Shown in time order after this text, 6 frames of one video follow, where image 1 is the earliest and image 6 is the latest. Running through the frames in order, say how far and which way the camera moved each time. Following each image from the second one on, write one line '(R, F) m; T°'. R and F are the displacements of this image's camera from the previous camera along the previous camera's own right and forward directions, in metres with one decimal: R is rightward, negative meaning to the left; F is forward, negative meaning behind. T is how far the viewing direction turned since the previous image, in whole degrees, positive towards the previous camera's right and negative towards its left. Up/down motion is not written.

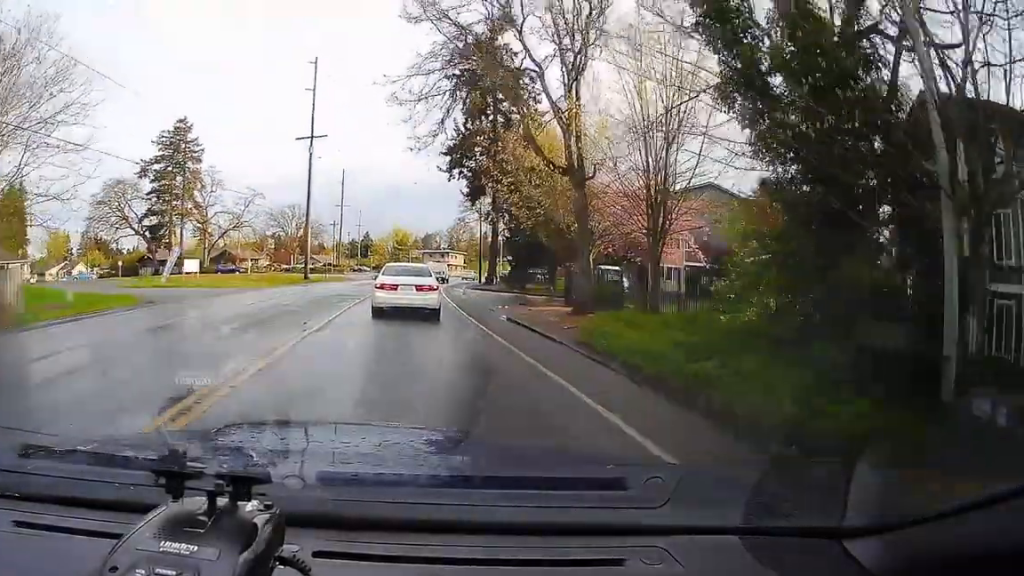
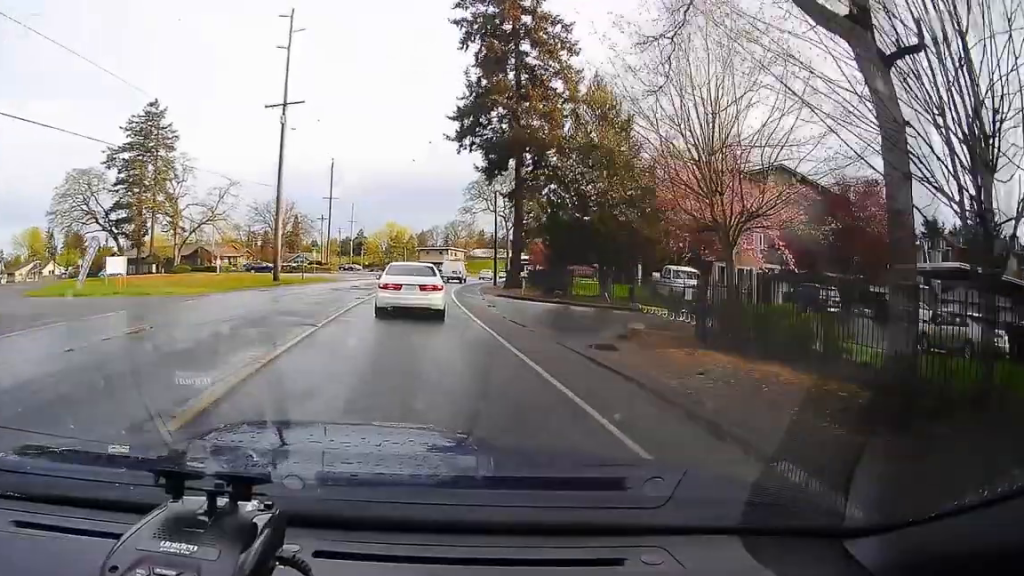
(+0.6, +12.3) m; +3°
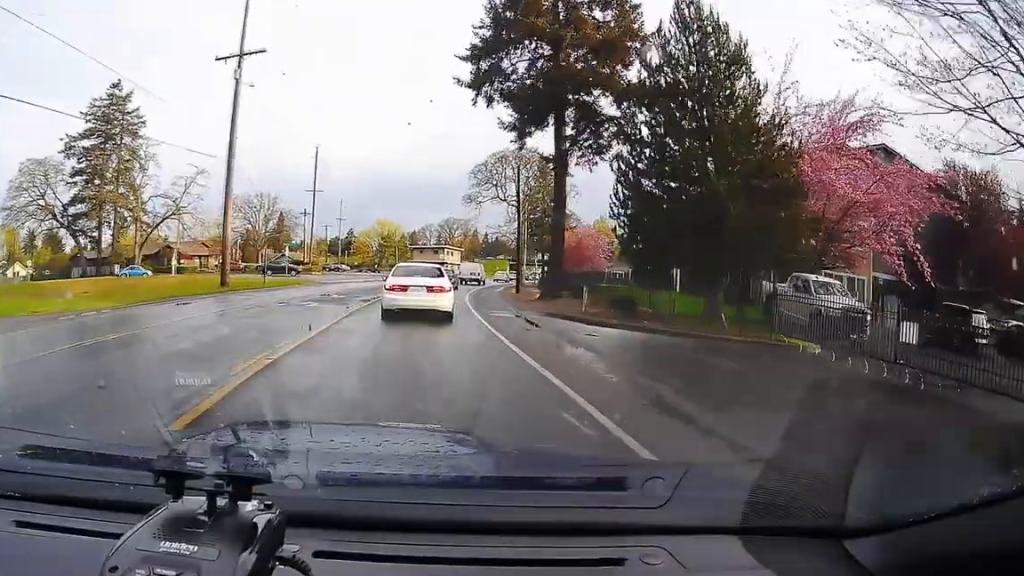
(0.0, +11.3) m; -1°
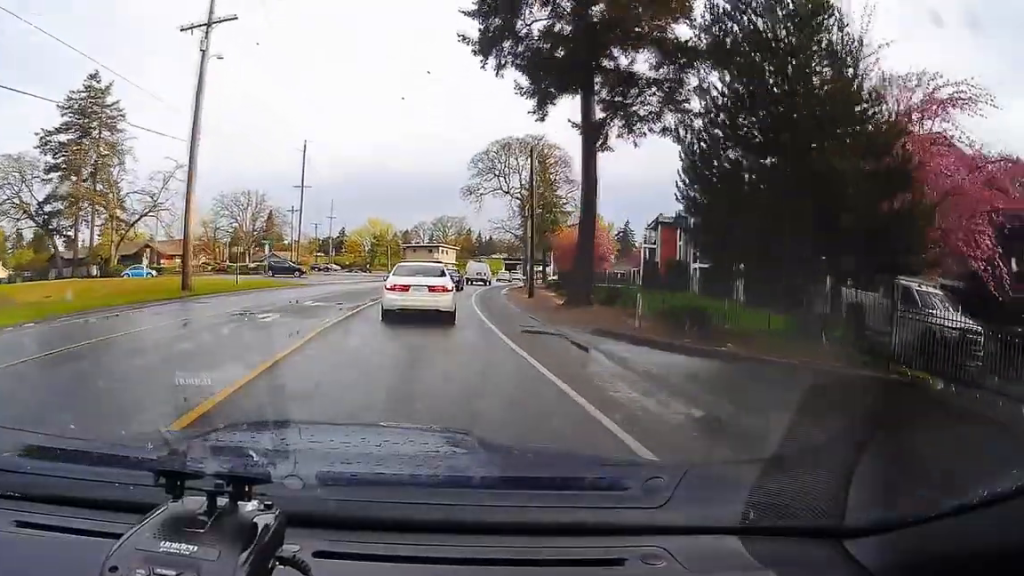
(-0.1, +5.0) m; 0°
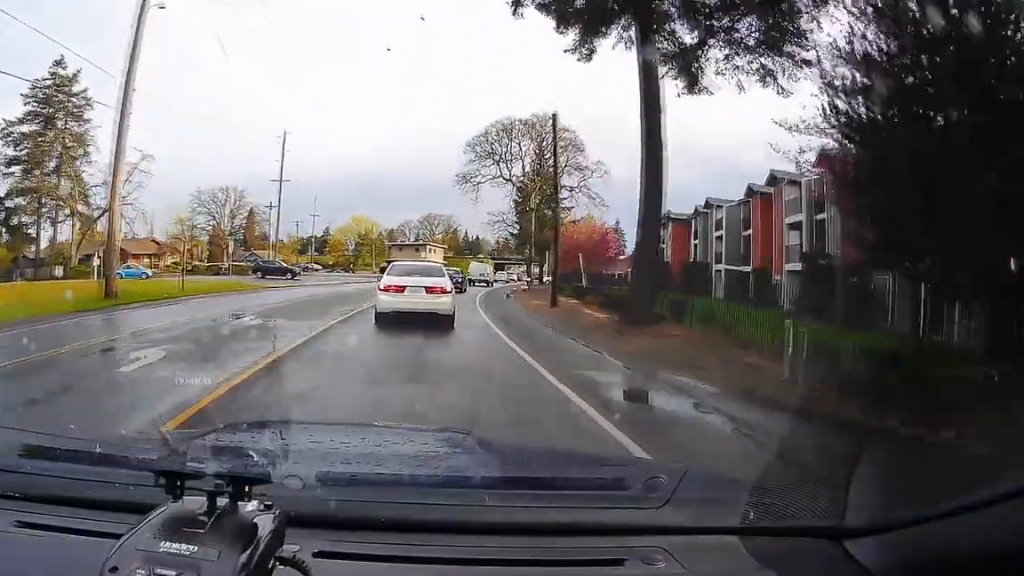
(0.0, +5.8) m; +1°
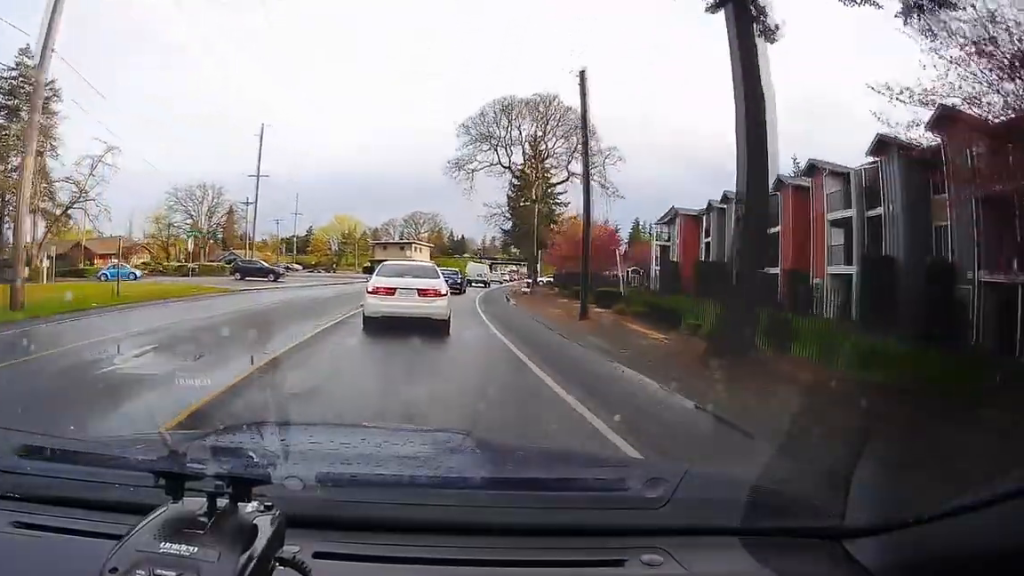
(+0.1, +4.7) m; +3°
